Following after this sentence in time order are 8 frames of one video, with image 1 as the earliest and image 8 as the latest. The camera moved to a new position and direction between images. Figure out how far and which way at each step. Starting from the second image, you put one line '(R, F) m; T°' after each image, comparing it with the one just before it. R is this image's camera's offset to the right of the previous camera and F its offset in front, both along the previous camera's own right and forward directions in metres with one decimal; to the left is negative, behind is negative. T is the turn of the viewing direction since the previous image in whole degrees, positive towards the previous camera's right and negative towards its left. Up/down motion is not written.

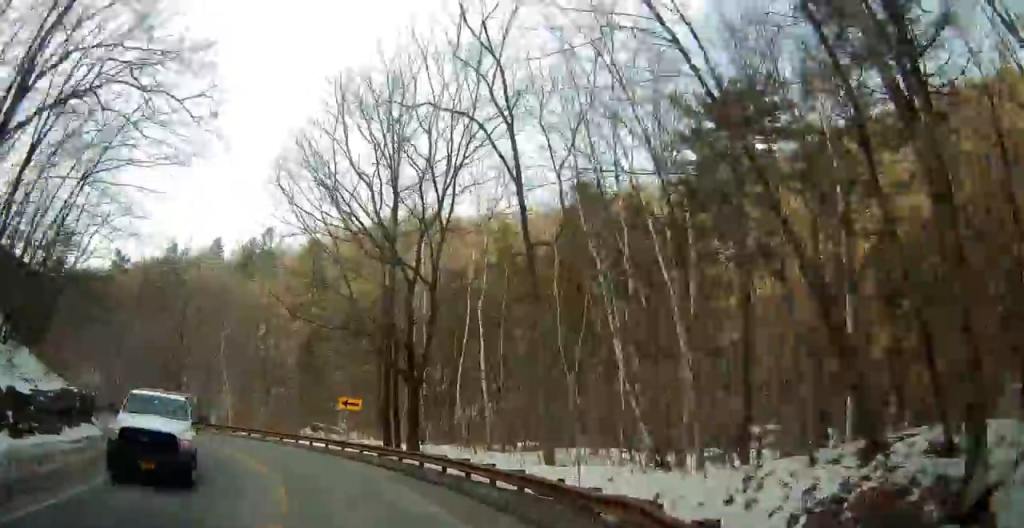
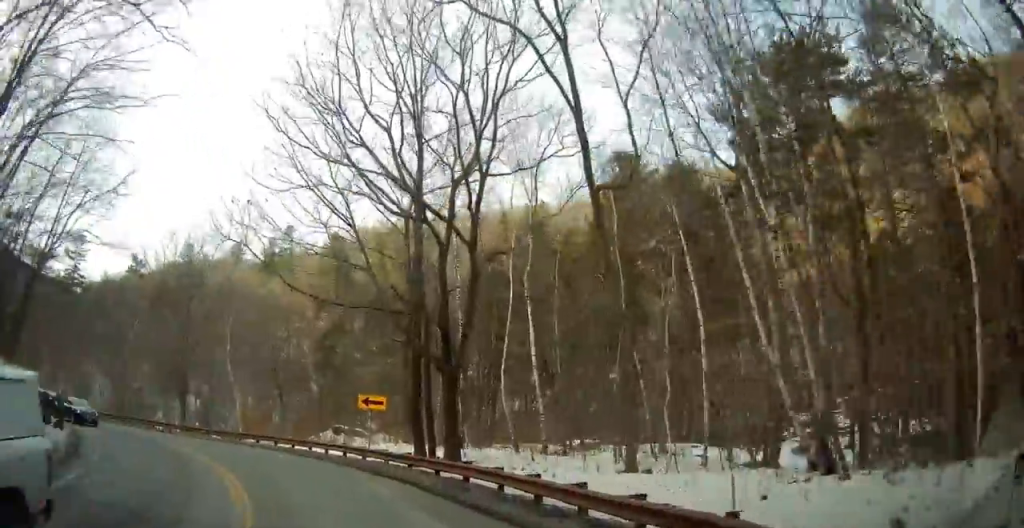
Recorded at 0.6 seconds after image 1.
(+0.4, +5.2) m; -2°
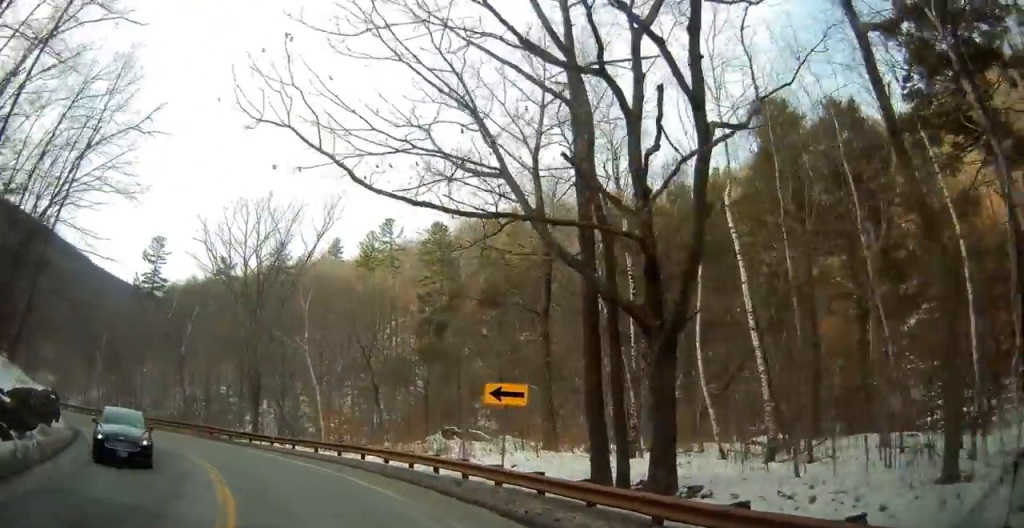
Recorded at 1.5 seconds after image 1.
(-0.7, +7.9) m; -15°
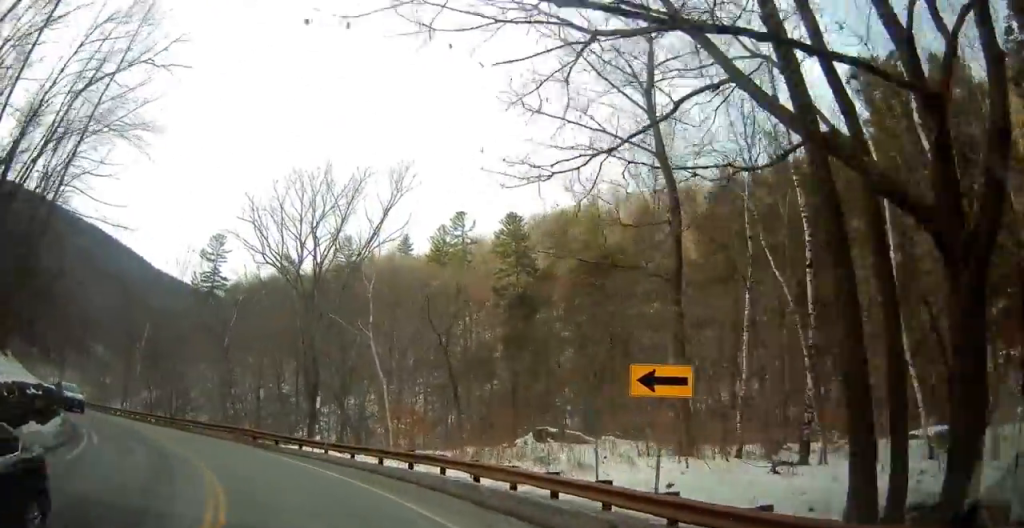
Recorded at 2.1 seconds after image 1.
(-0.6, +5.1) m; -9°
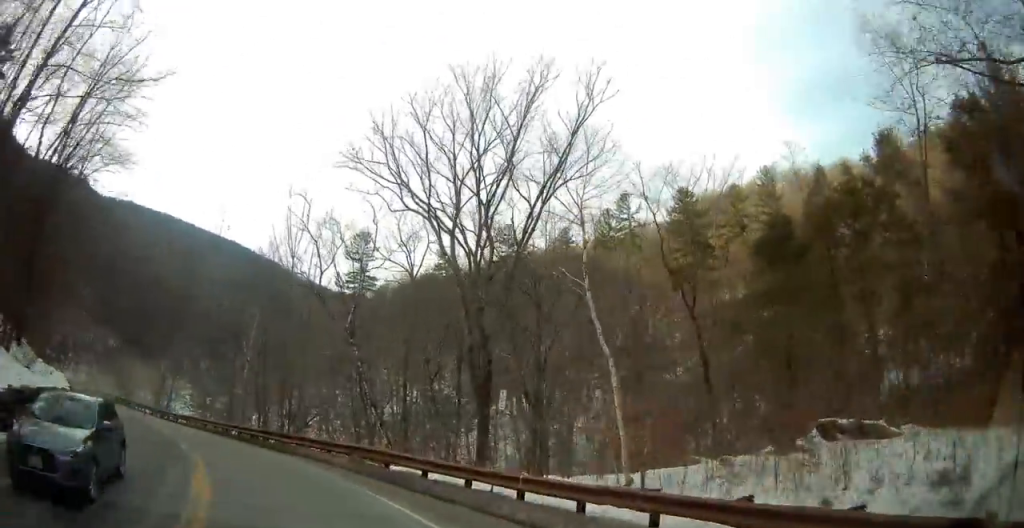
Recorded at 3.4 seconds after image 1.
(-1.5, +11.1) m; -11°
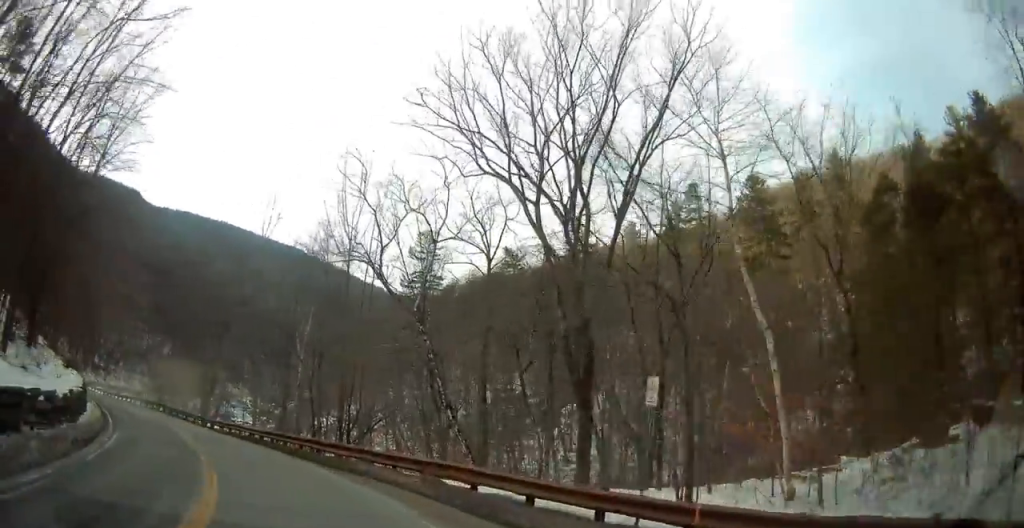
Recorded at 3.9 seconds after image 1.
(-0.1, +4.5) m; -5°
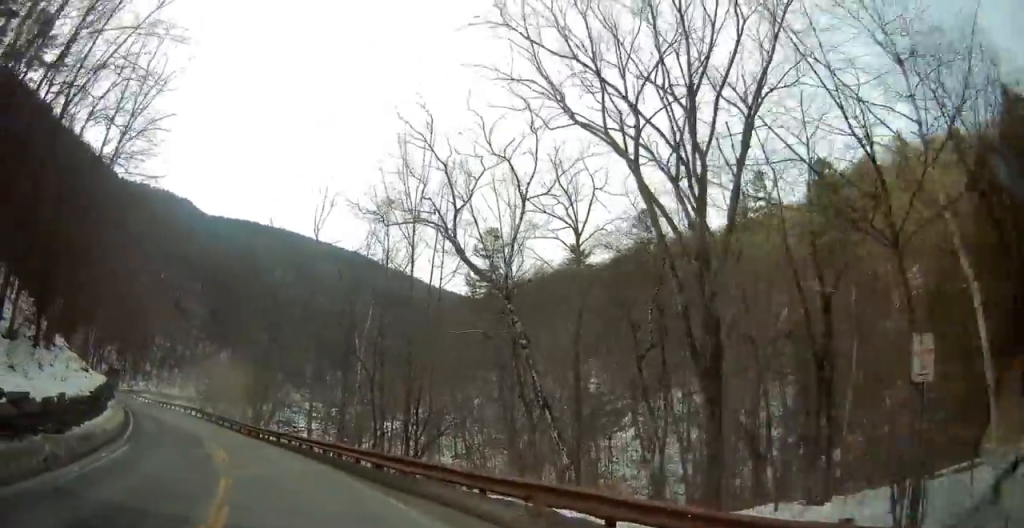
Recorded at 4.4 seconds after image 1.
(-0.2, +4.2) m; -8°
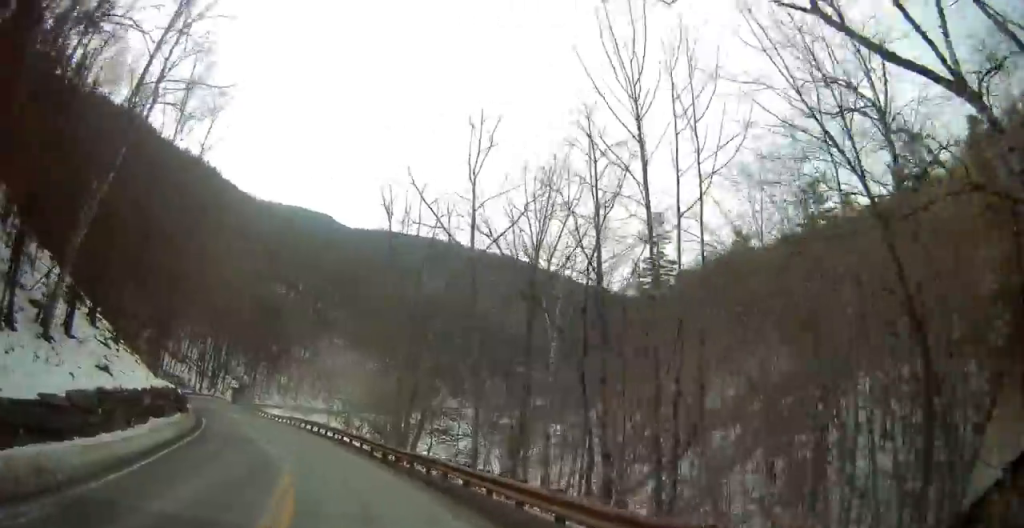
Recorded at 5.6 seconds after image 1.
(-1.7, +10.5) m; -14°
